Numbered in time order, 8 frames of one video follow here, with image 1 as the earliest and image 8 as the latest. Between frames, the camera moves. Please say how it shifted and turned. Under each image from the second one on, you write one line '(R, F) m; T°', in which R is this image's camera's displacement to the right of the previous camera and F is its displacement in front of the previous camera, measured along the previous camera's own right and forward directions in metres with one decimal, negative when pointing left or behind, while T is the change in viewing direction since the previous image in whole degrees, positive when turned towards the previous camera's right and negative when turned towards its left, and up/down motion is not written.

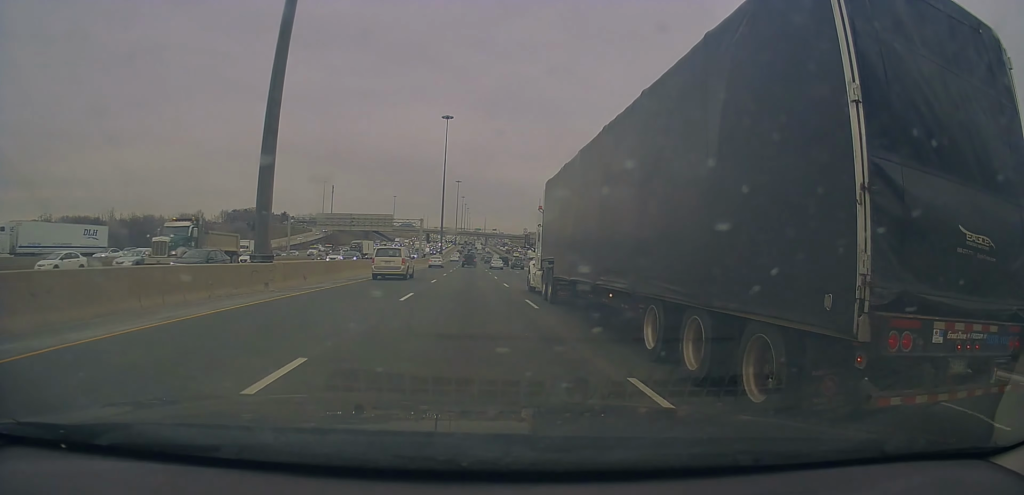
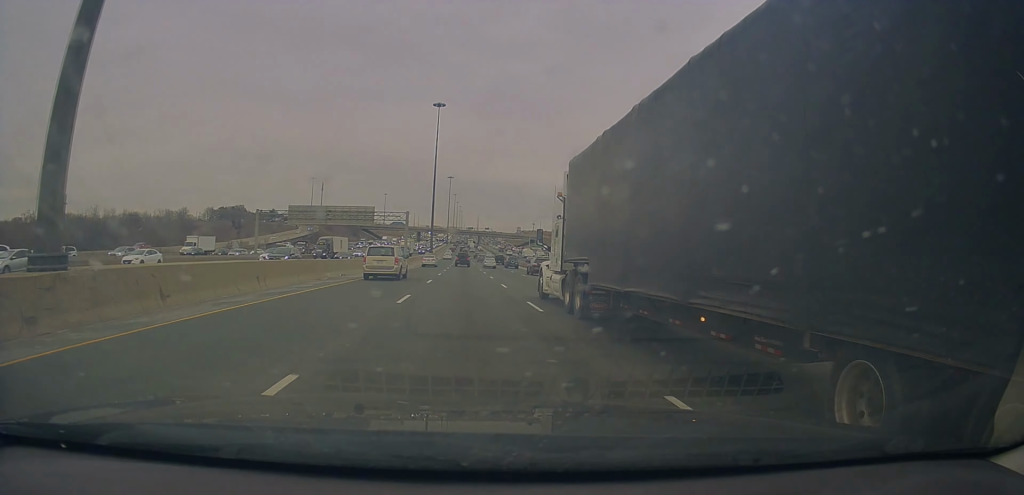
(+0.1, +10.5) m; +1°
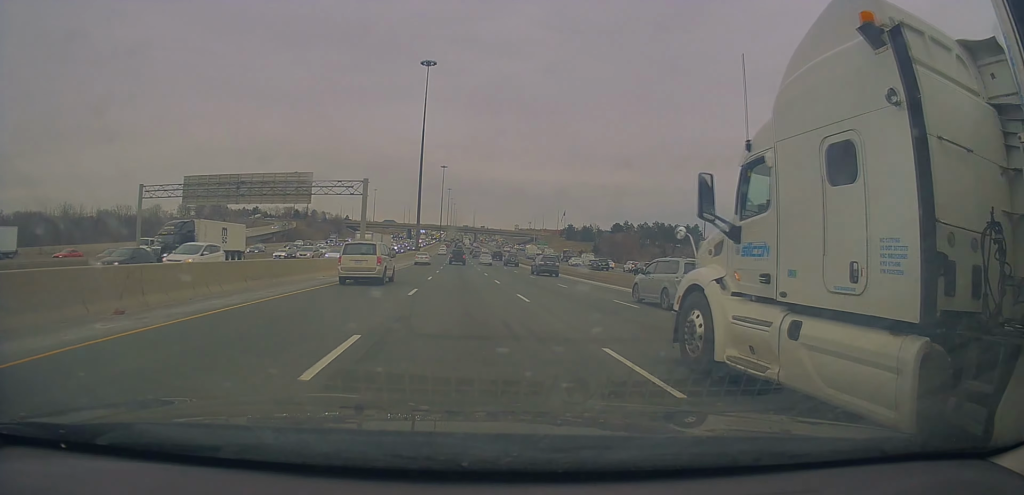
(+0.5, +29.1) m; +2°
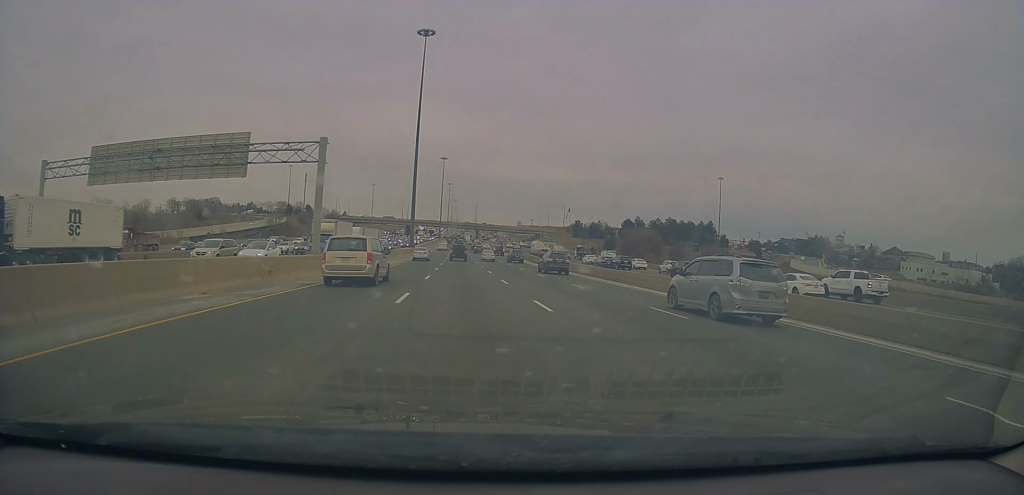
(+0.2, +15.3) m; 0°
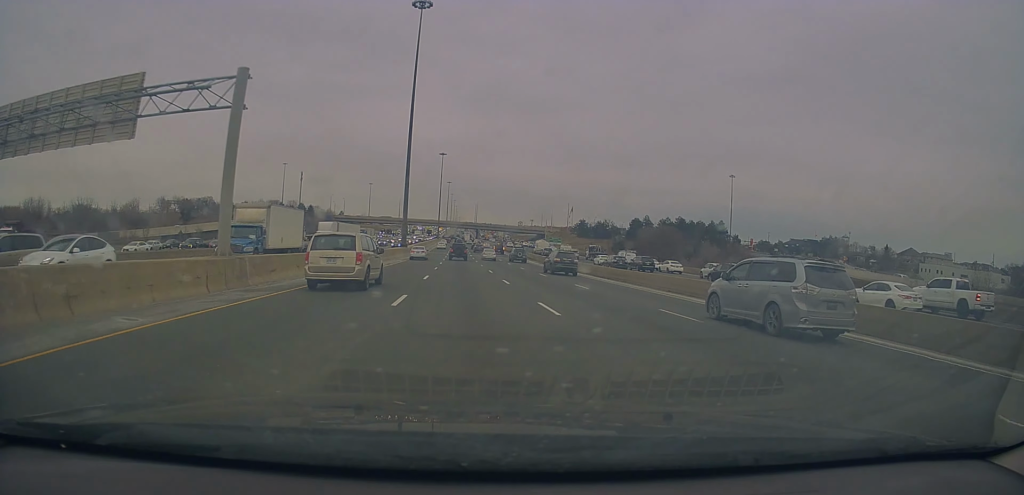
(+0.1, +11.8) m; 0°
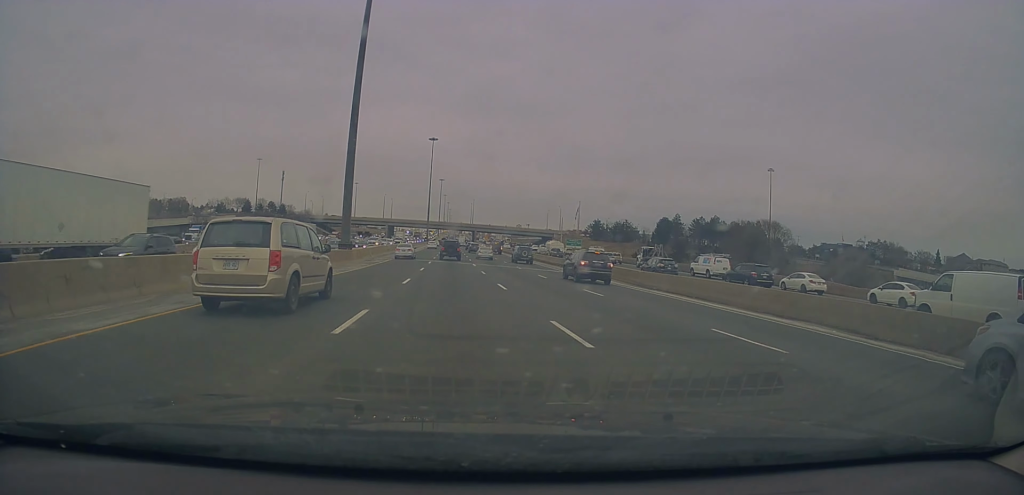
(+0.5, +41.4) m; +1°
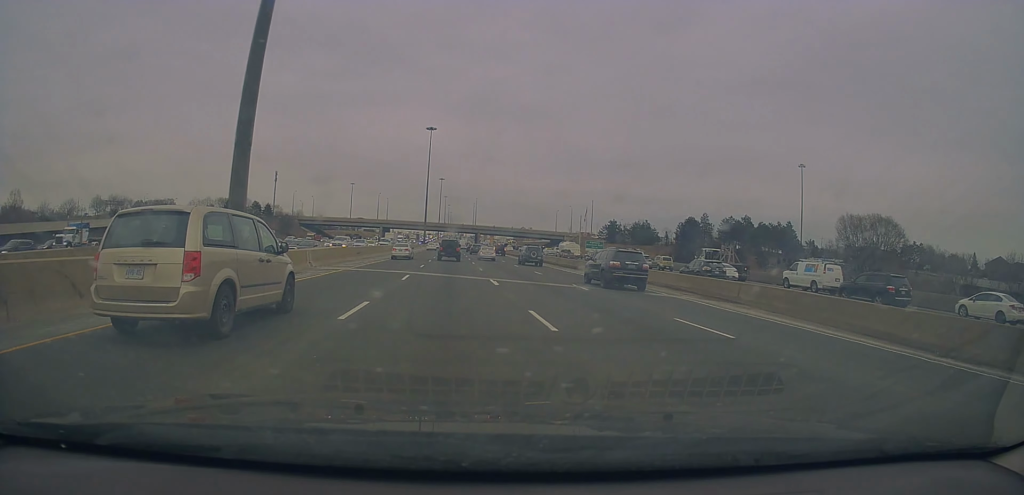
(-0.2, +25.1) m; 0°
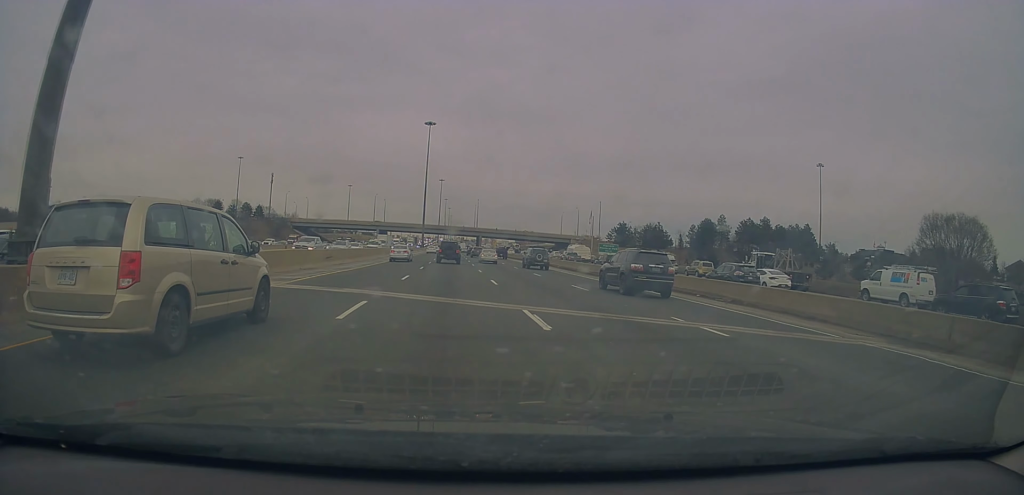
(0.0, +13.0) m; 0°
